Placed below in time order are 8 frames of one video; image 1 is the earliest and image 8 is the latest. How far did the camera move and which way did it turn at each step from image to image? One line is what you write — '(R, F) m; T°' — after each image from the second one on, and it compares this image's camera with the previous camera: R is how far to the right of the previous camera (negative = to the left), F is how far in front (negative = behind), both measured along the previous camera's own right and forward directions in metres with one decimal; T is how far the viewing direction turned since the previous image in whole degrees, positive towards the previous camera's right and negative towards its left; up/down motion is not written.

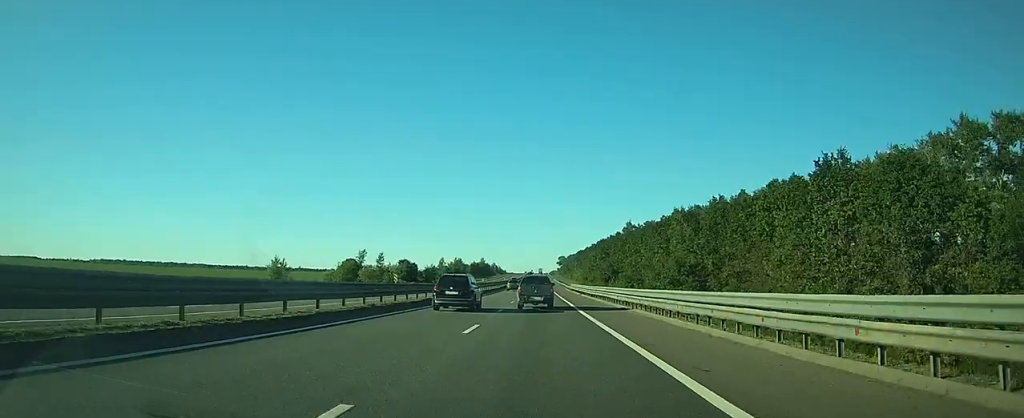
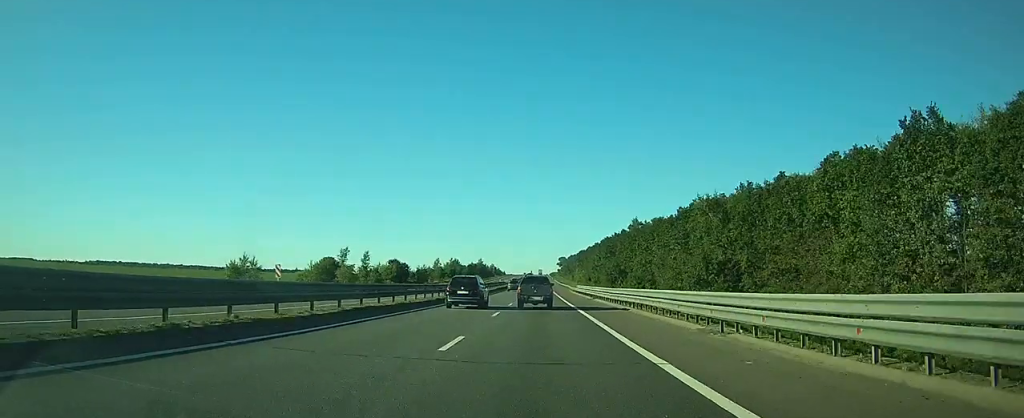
(0.0, +15.8) m; 0°
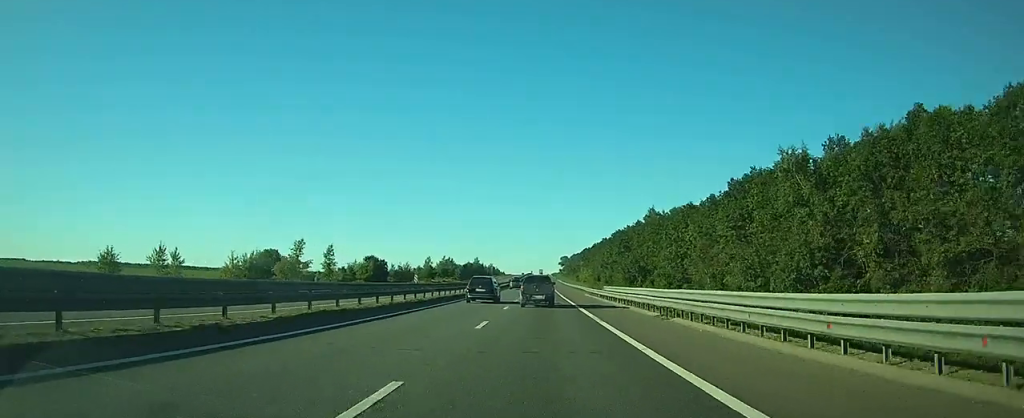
(0.0, +30.7) m; 0°
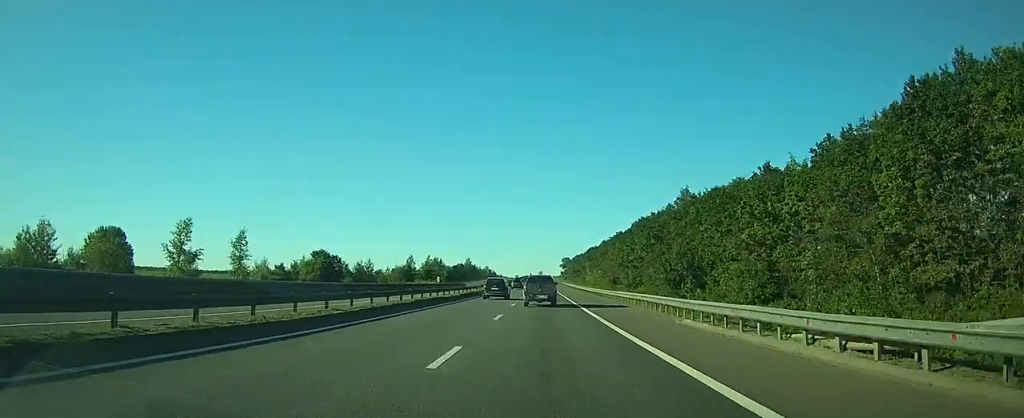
(0.0, +43.6) m; 0°
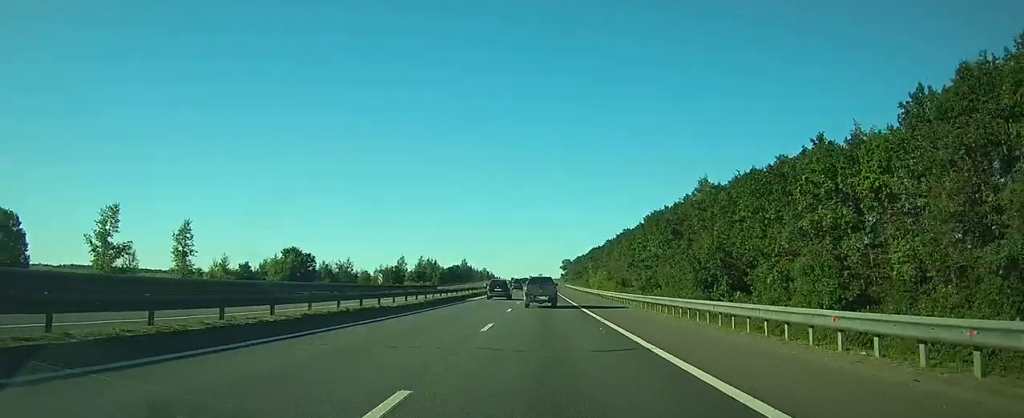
(0.0, +16.9) m; 0°
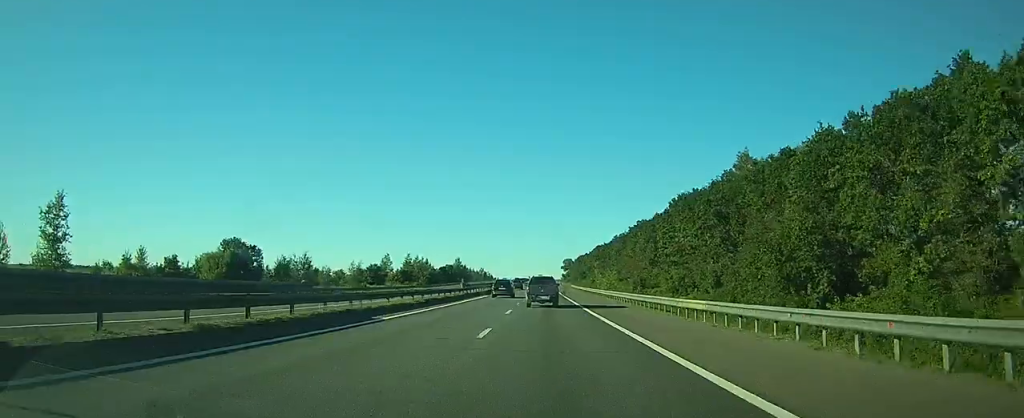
(0.0, +25.8) m; 0°
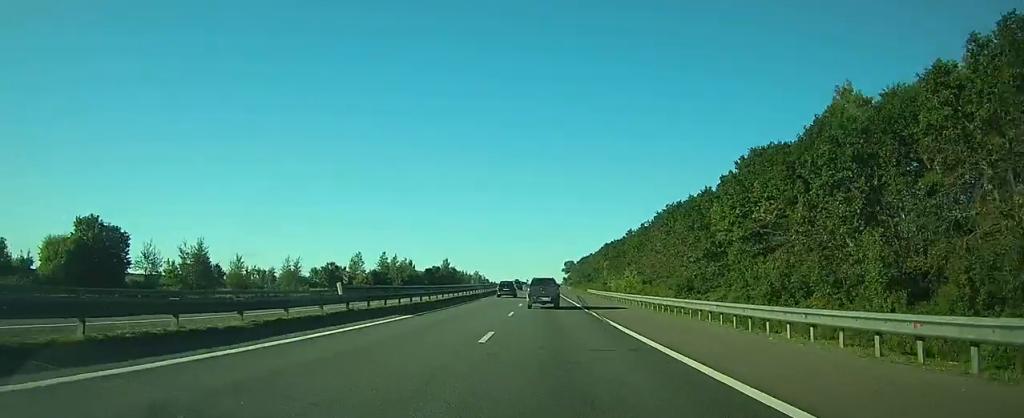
(+0.1, +36.8) m; 0°
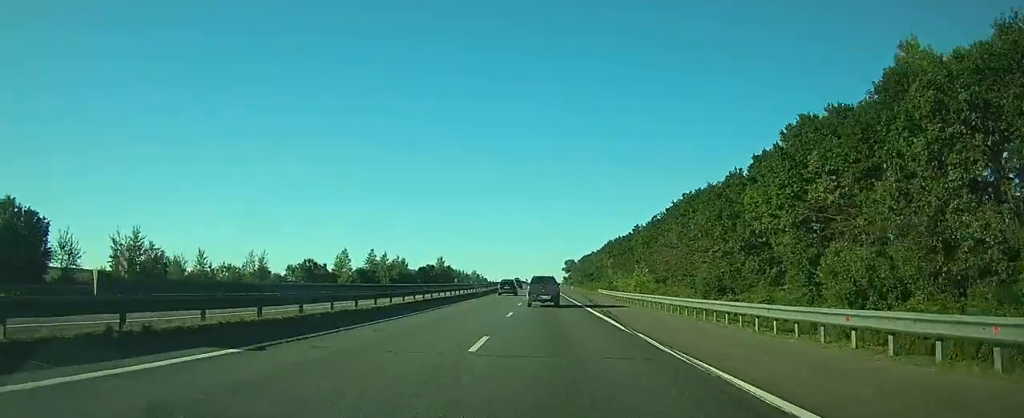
(0.0, +13.9) m; 0°
